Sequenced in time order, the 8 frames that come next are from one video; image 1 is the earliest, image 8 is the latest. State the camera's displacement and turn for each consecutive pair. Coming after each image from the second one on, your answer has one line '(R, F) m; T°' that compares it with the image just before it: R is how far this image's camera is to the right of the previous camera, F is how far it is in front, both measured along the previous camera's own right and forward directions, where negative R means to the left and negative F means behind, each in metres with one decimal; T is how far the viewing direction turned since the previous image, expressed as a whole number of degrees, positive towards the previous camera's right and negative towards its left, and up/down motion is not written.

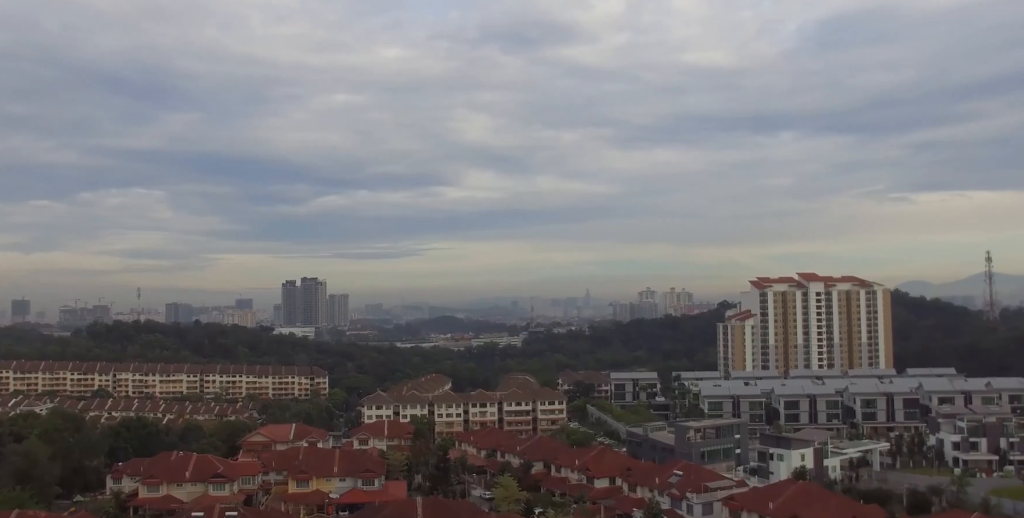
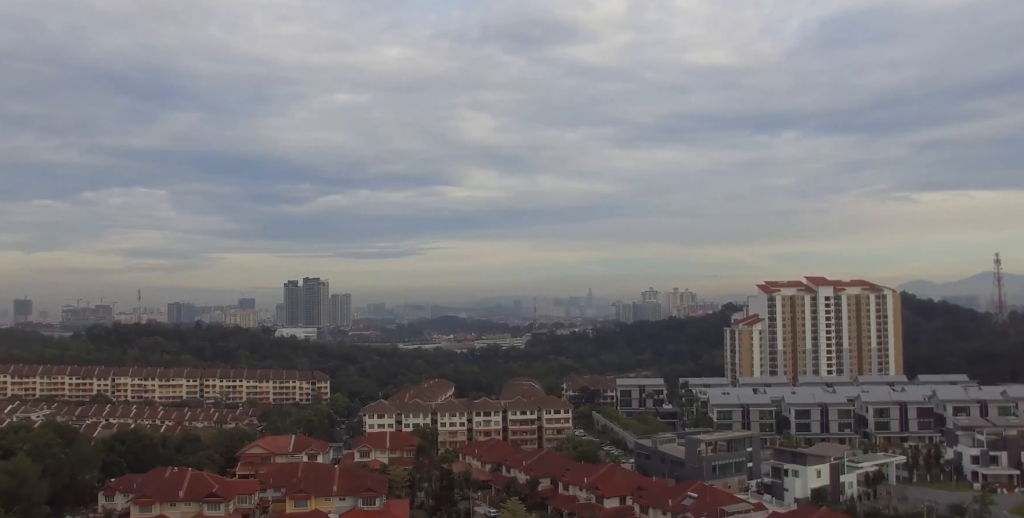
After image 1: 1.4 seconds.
(+0.3, +6.3) m; +5°
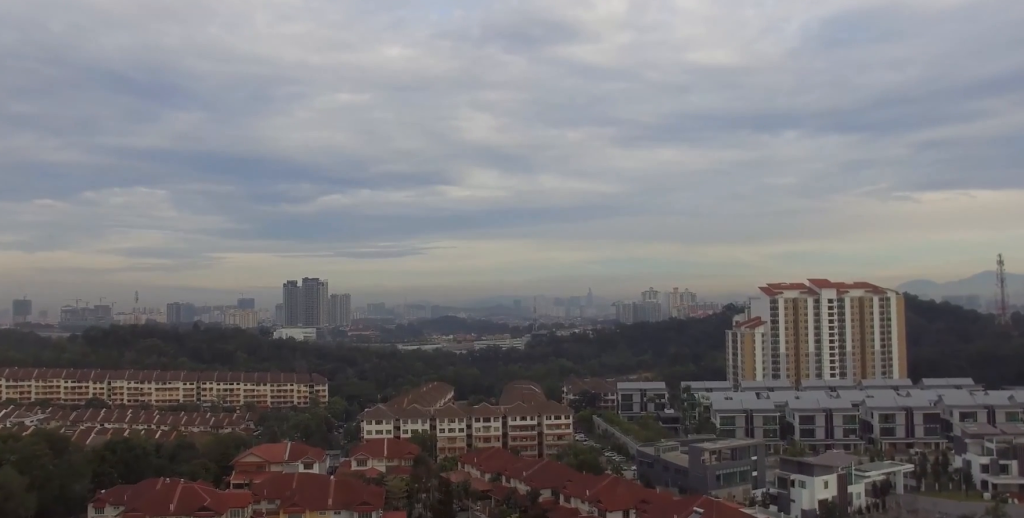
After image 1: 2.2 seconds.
(+0.1, +4.3) m; +1°
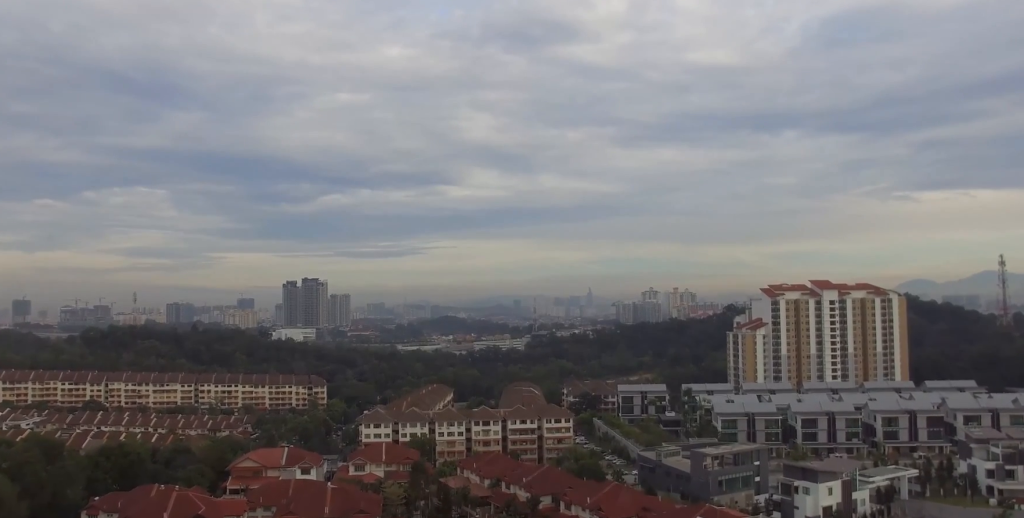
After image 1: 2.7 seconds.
(0.0, +2.5) m; 0°
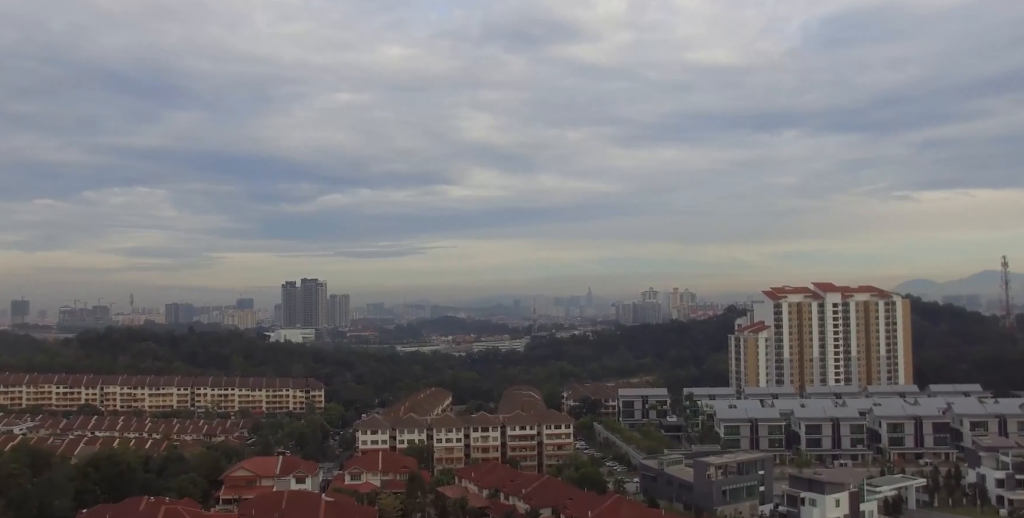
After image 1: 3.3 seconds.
(0.0, +4.2) m; 0°
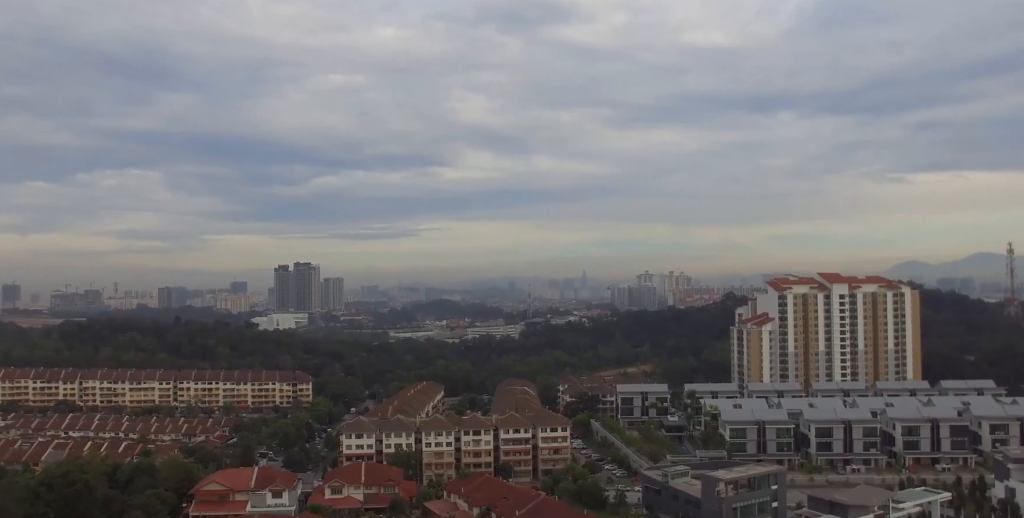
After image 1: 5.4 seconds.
(0.0, +15.8) m; -1°
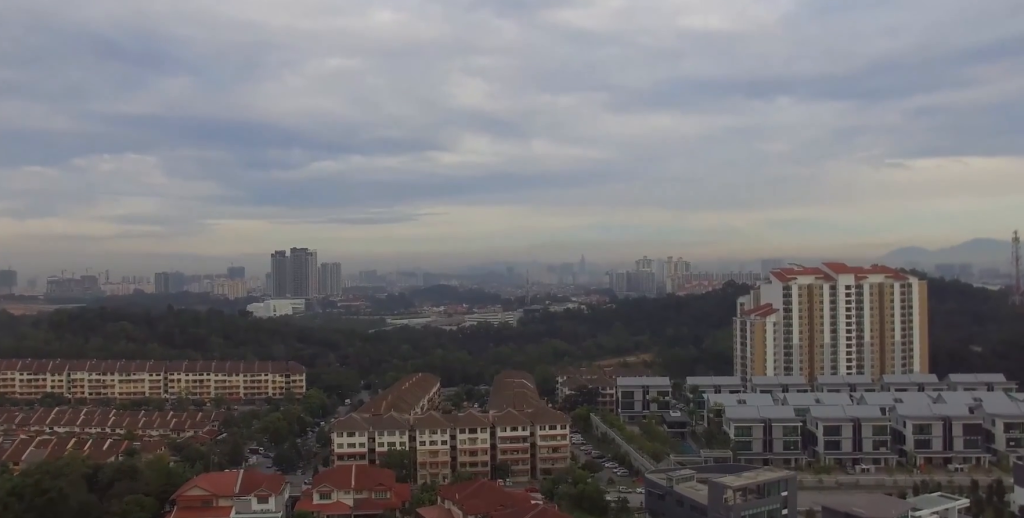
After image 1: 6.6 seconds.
(0.0, +9.9) m; -1°
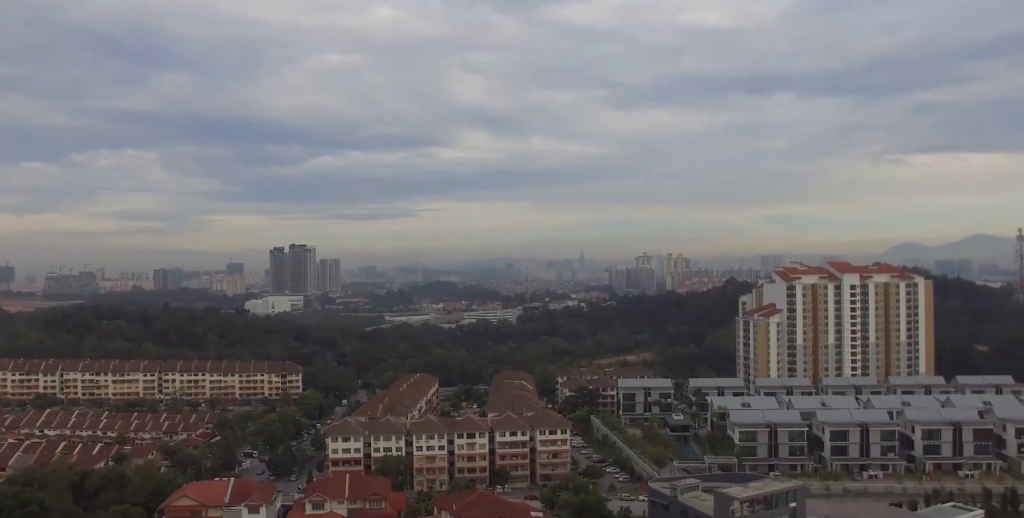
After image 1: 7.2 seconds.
(0.0, +5.7) m; 0°
